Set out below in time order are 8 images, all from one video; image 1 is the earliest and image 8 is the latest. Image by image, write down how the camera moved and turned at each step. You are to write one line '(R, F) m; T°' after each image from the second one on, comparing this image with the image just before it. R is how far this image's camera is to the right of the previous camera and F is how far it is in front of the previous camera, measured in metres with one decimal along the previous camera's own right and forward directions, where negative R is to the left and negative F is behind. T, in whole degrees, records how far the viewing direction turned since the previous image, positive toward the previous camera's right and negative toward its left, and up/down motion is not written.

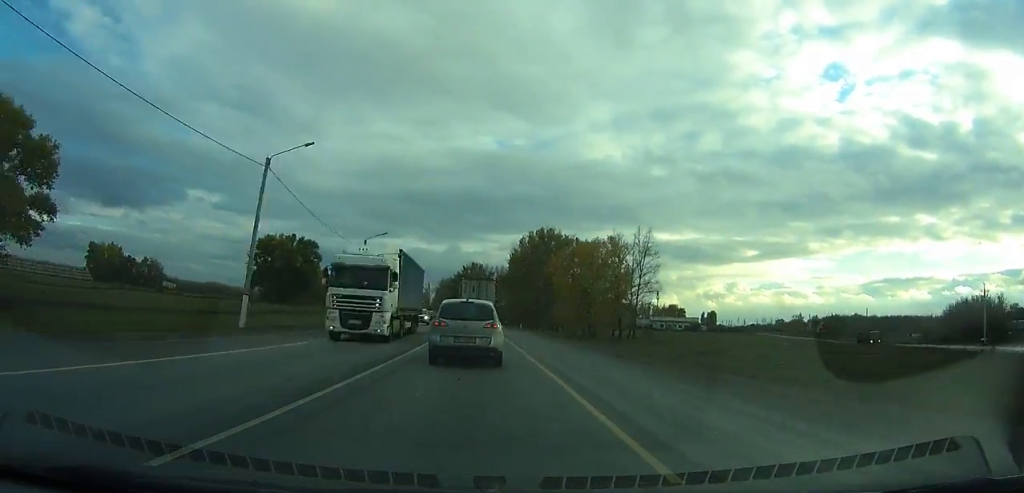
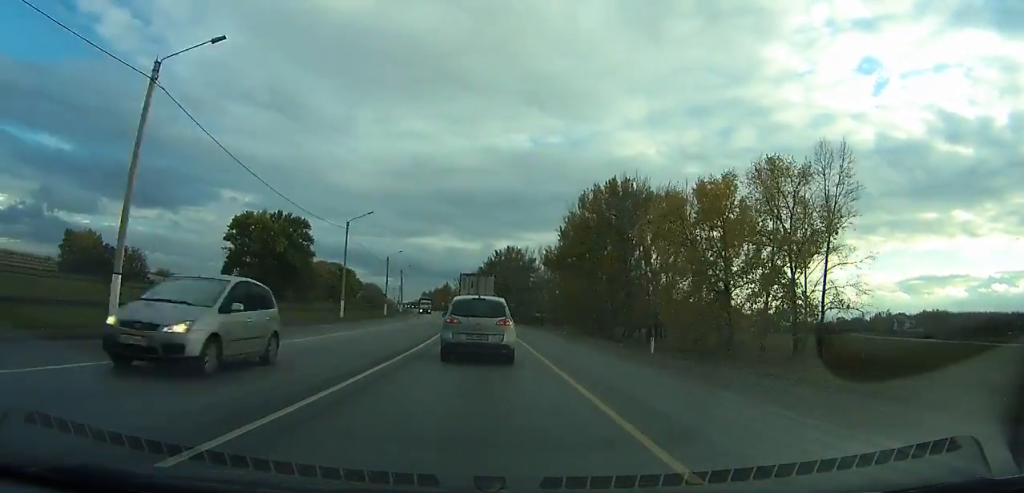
(-1.6, +48.5) m; -4°
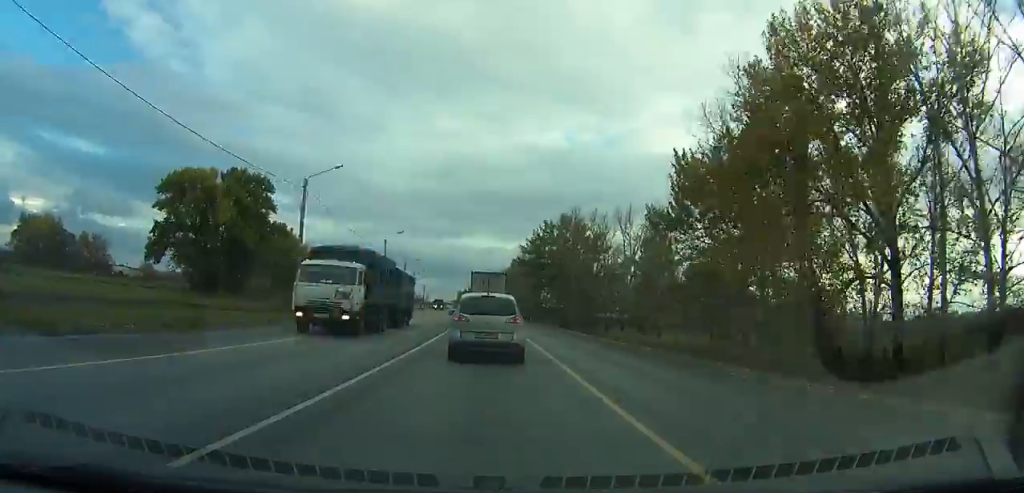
(-2.4, +53.3) m; -4°
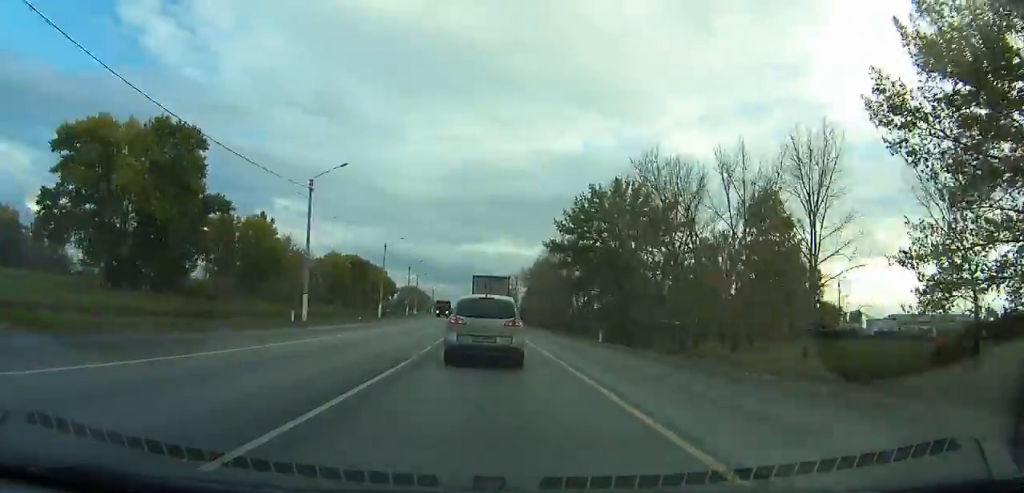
(-0.6, +34.2) m; -2°
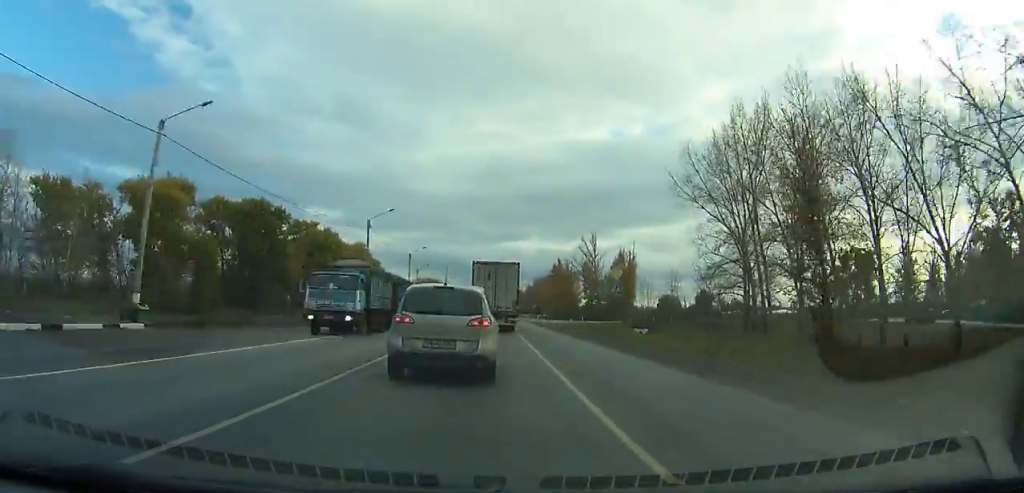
(-5.1, +140.0) m; -3°
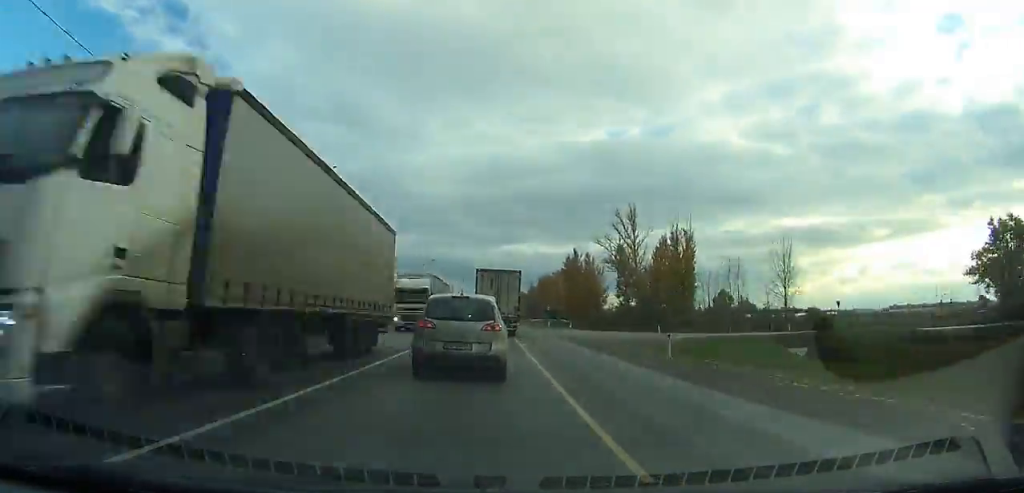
(-0.2, +51.3) m; 0°
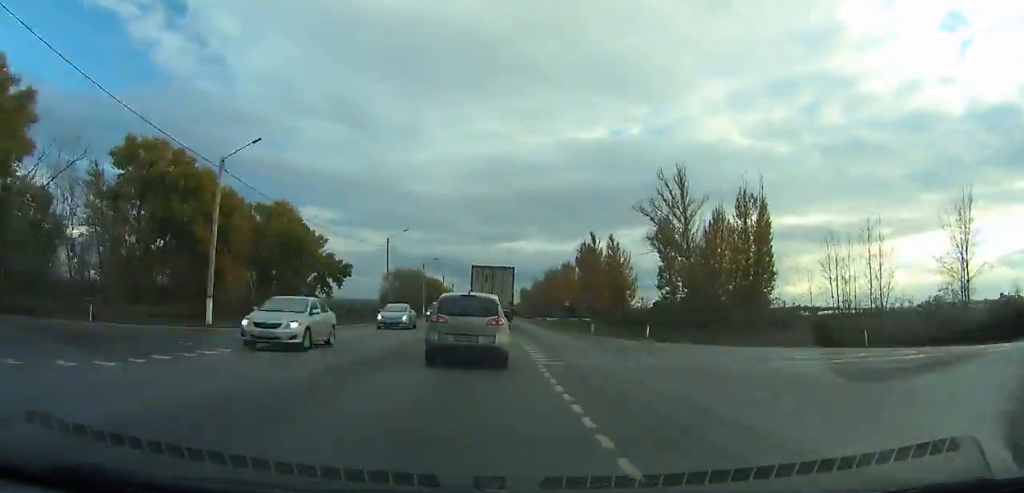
(0.0, +32.6) m; 0°
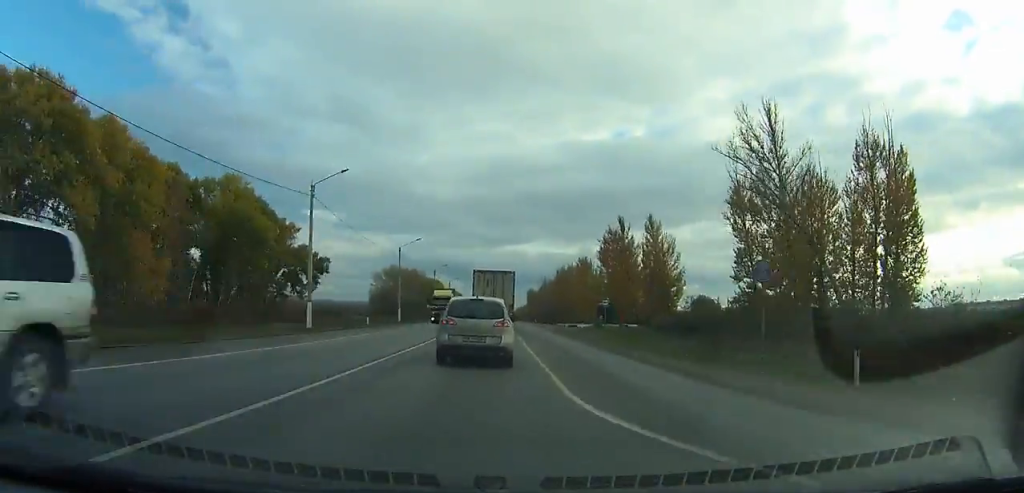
(0.0, +28.9) m; 0°
